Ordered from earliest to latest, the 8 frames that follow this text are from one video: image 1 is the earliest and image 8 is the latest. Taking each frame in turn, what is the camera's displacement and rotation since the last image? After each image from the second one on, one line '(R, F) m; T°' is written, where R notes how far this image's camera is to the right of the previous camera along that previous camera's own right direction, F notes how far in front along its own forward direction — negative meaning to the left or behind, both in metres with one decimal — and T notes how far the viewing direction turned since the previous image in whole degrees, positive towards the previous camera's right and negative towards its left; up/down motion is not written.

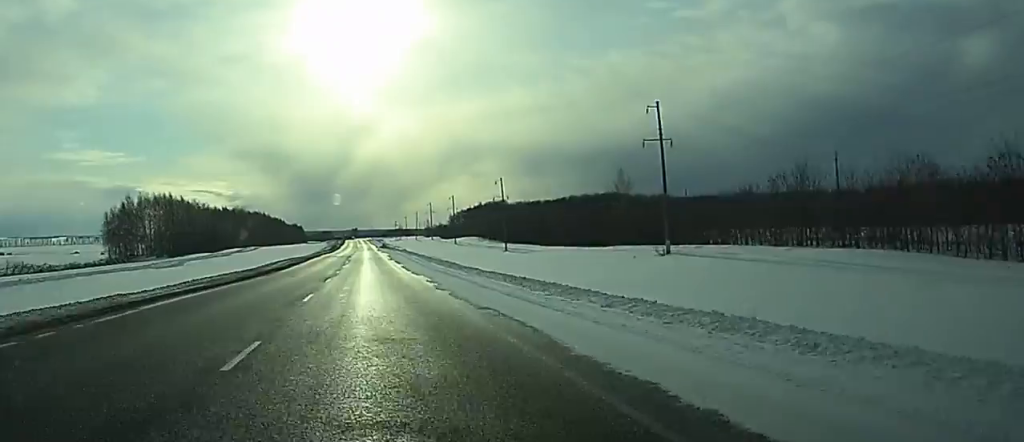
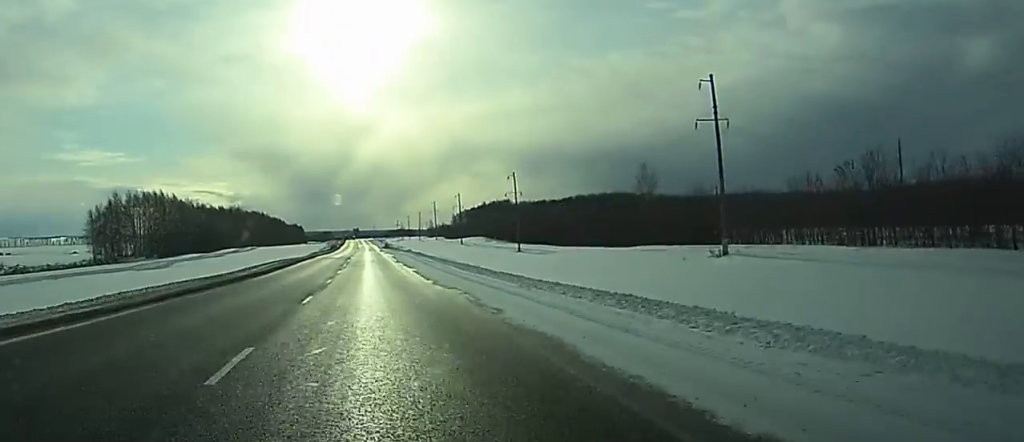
(0.0, +13.0) m; 0°
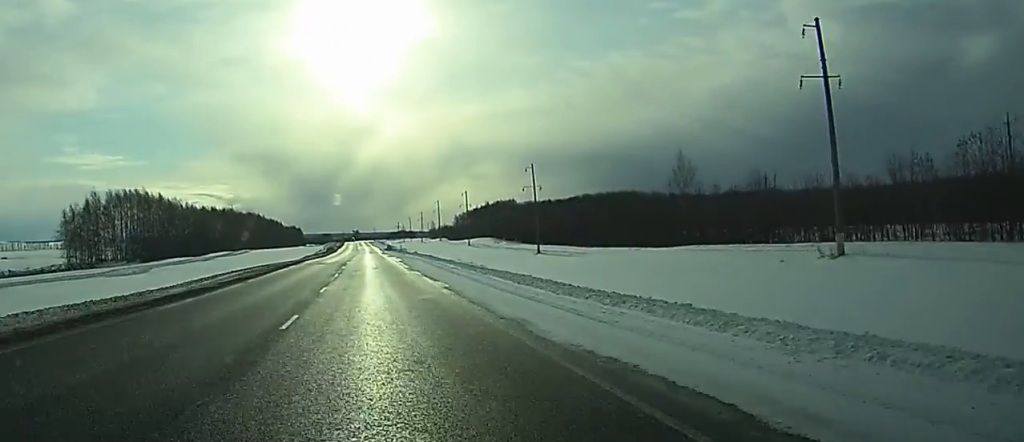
(0.0, +17.7) m; 0°
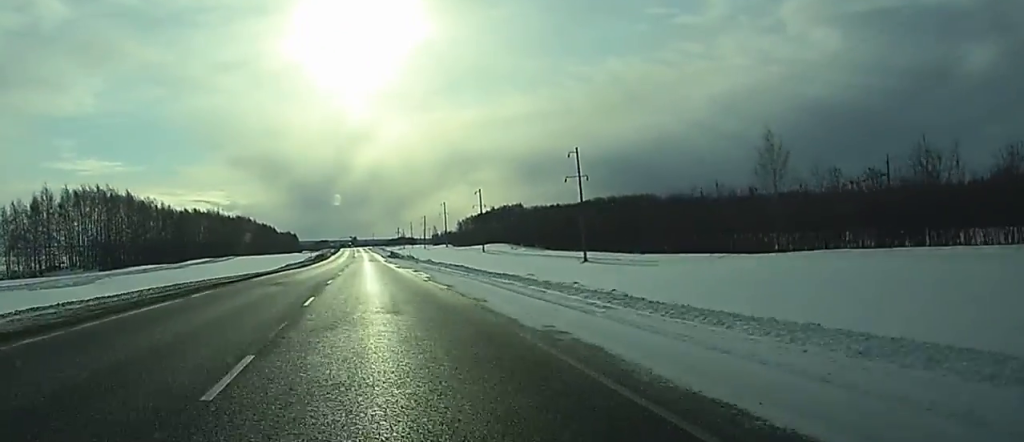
(-0.1, +30.7) m; 0°
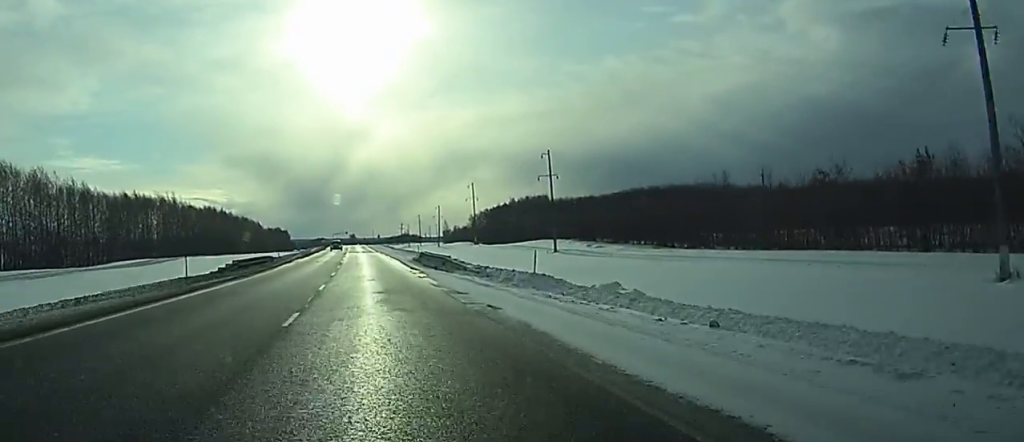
(-0.1, +76.9) m; 0°
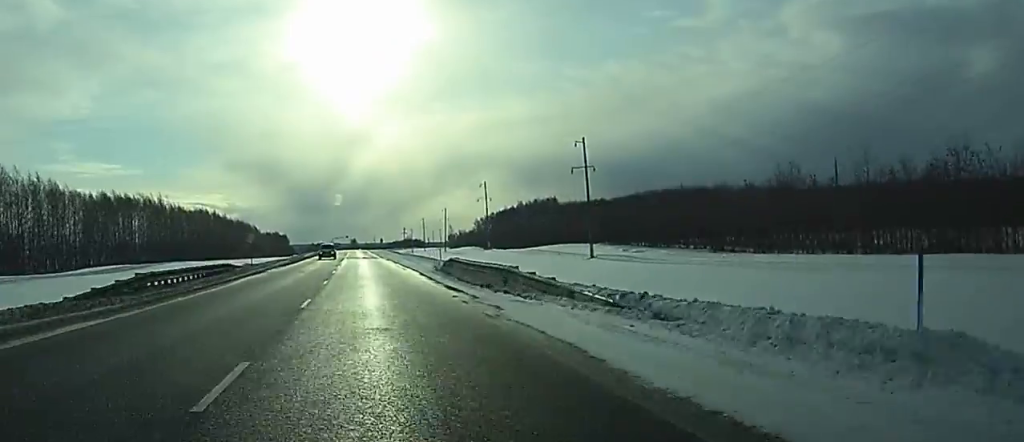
(-0.1, +19.7) m; 0°
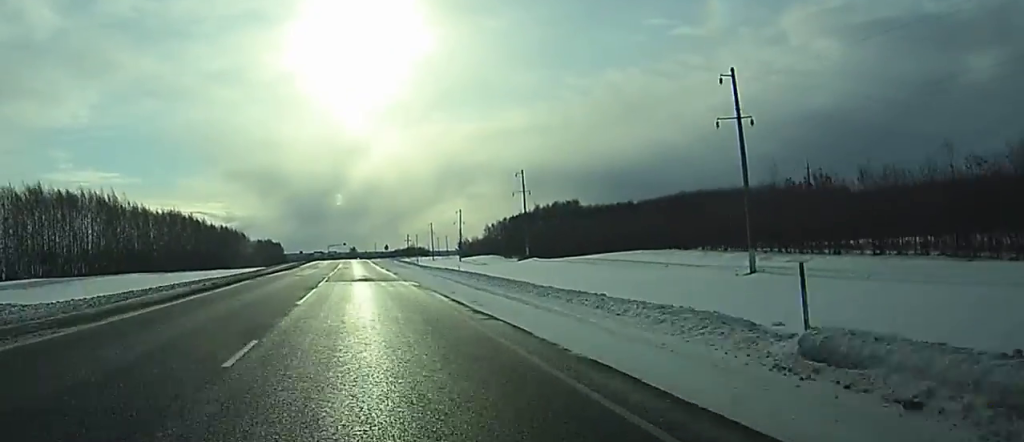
(0.0, +45.2) m; 0°
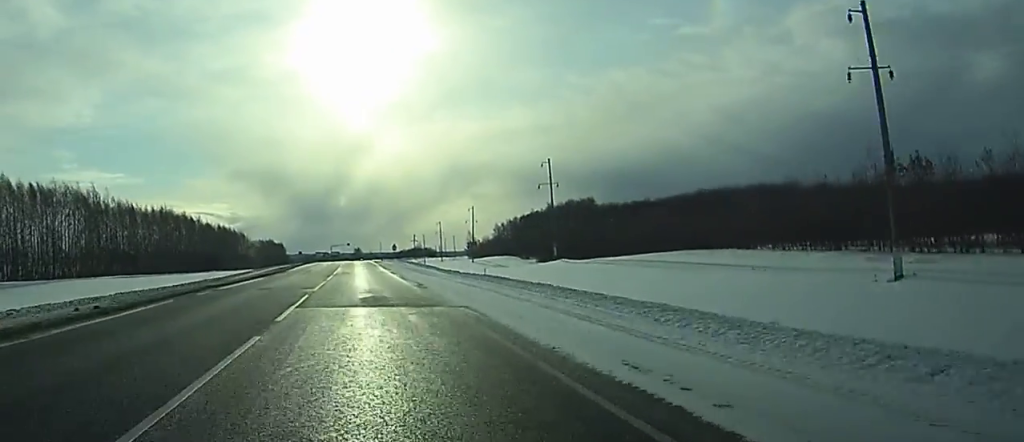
(0.0, +17.9) m; 0°
